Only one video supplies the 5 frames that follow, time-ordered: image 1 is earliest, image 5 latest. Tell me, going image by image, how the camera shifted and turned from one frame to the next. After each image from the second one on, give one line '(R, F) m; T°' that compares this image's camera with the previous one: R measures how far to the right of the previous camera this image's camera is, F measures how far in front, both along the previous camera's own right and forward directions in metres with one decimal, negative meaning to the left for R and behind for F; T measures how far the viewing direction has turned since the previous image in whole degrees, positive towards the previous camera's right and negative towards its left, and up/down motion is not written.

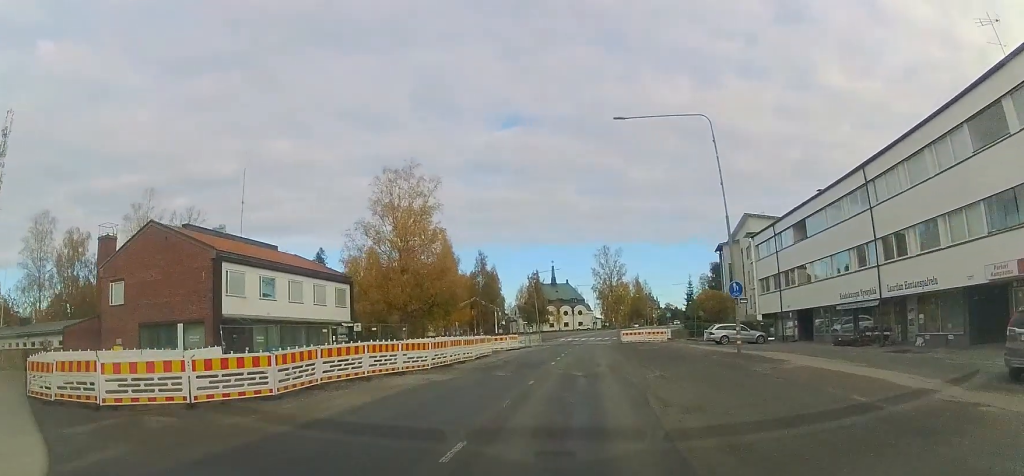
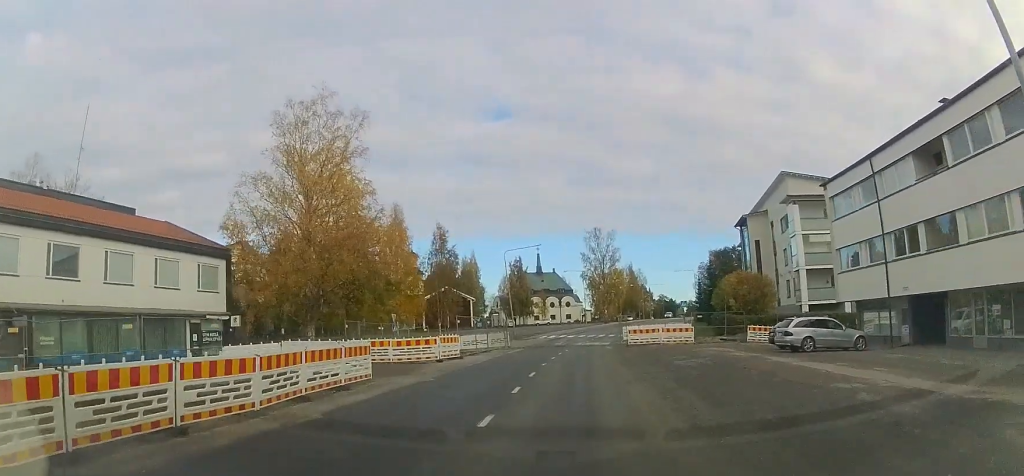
(+1.1, +18.3) m; +4°
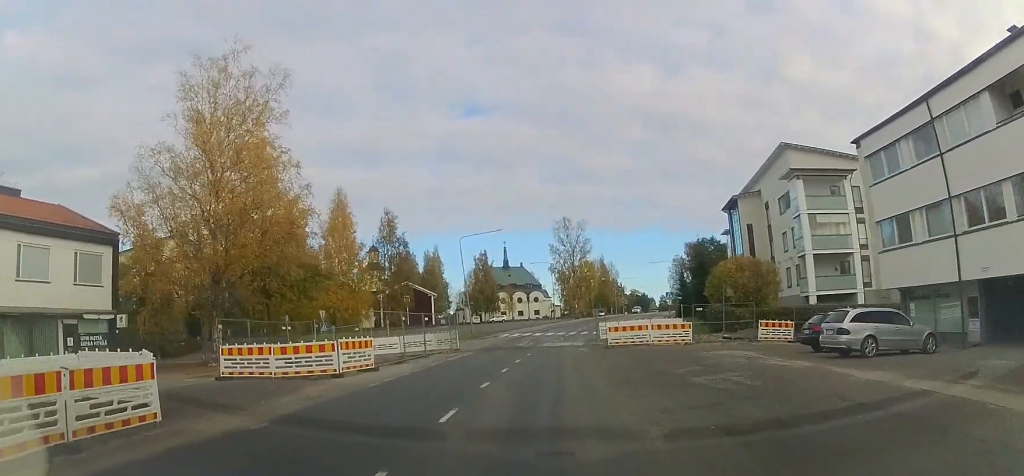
(0.0, +8.3) m; -1°
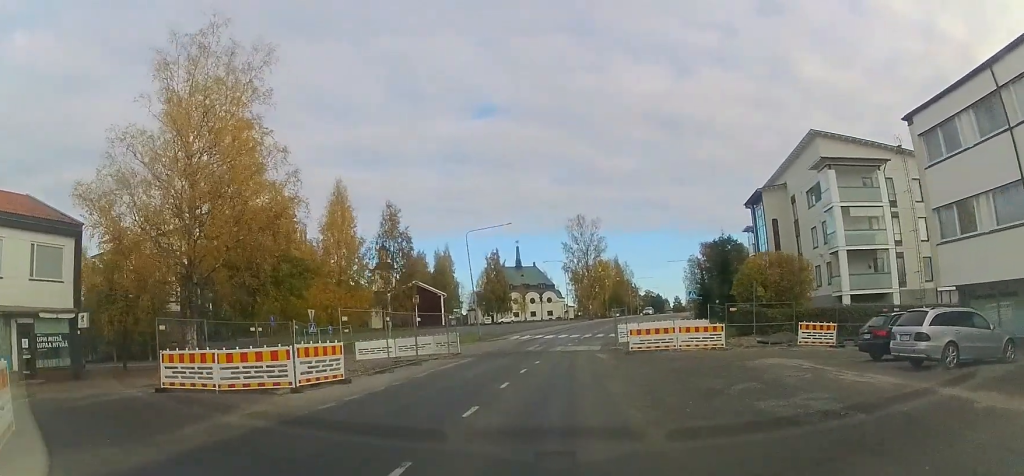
(0.0, +3.9) m; -1°
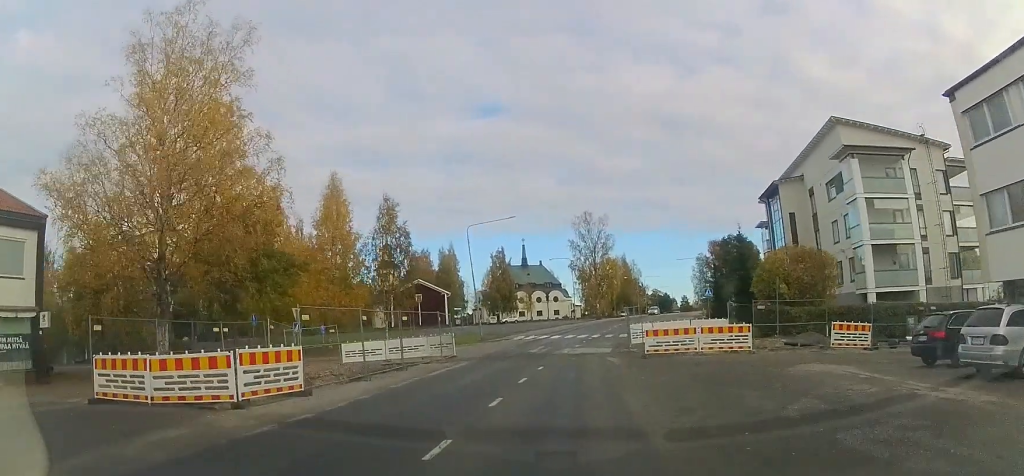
(-0.1, +2.8) m; 0°
